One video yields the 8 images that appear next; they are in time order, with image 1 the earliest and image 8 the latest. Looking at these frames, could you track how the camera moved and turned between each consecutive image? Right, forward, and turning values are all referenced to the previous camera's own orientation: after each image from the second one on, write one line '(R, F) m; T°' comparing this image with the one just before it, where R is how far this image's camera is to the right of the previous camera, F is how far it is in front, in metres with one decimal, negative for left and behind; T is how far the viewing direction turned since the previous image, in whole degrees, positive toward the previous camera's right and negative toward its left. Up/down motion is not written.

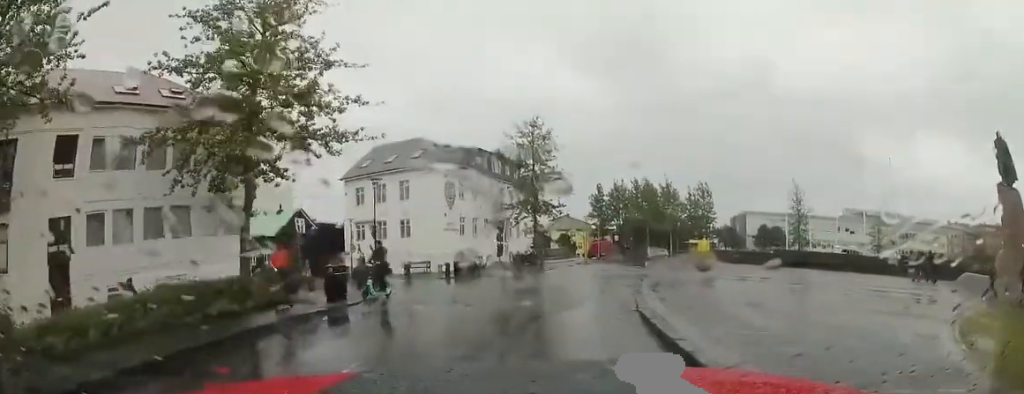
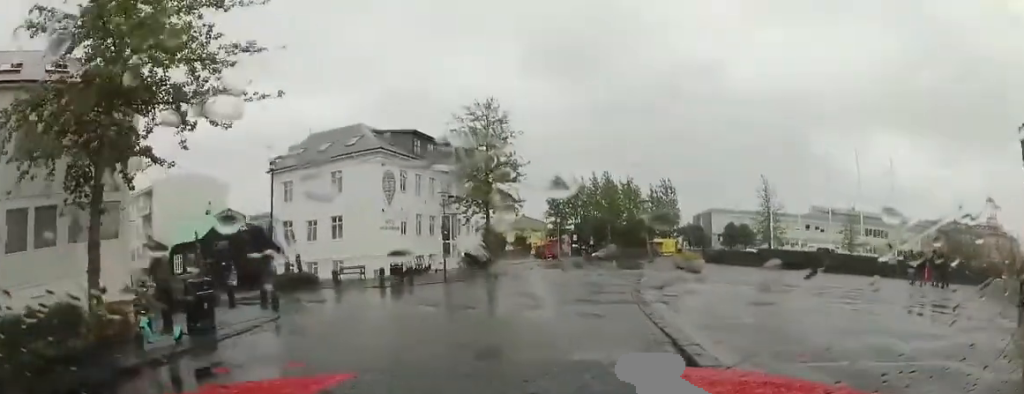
(+0.4, +5.0) m; +4°
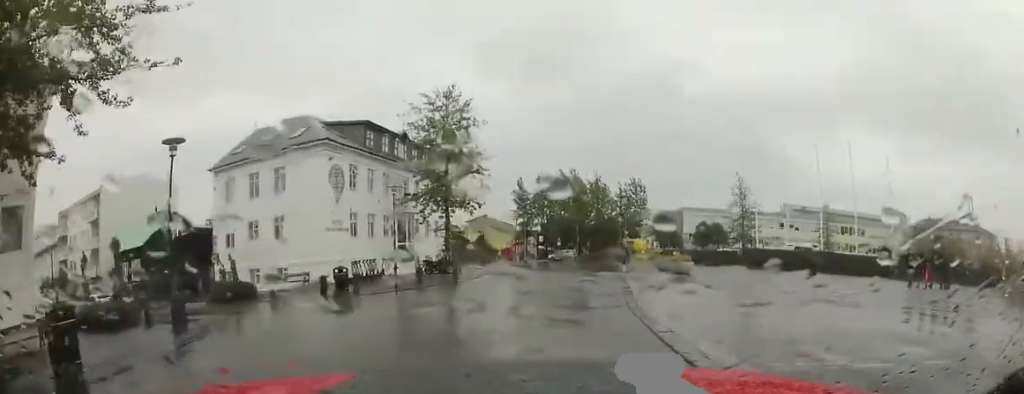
(0.0, +3.2) m; 0°
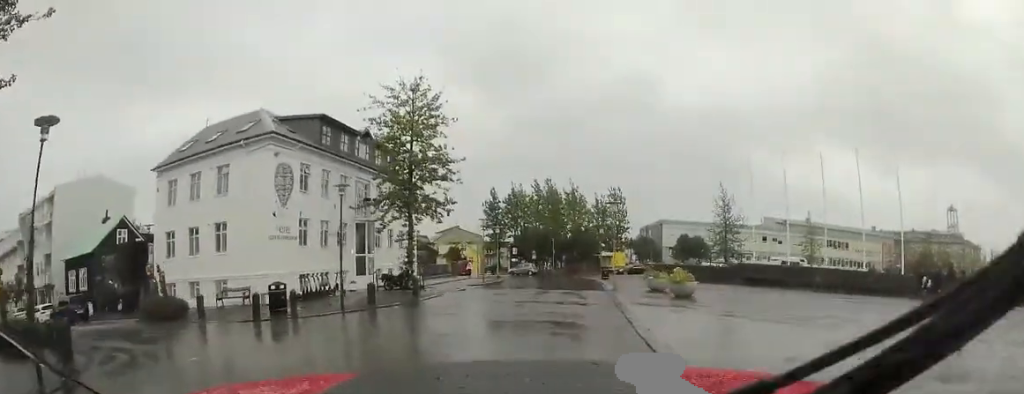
(-0.1, +3.8) m; -3°
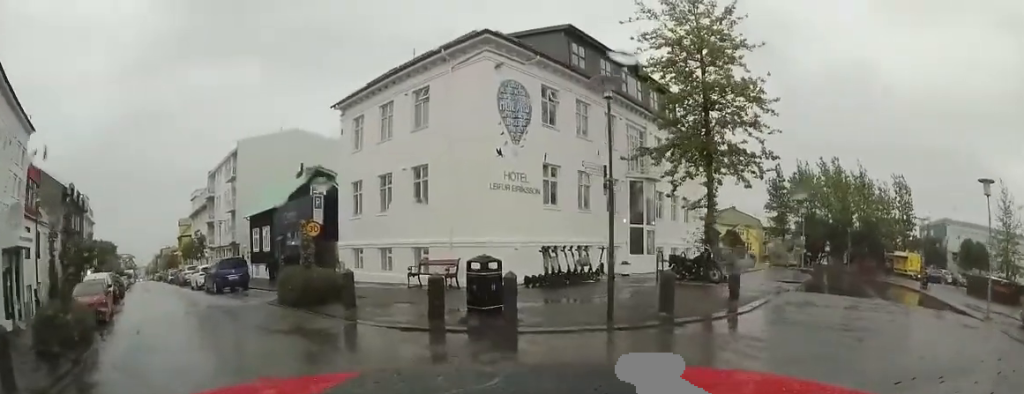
(-1.4, +8.6) m; -30°
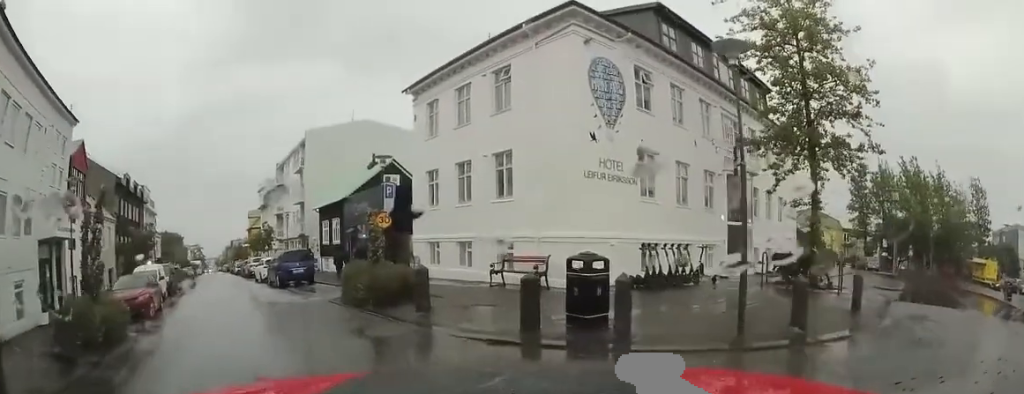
(-0.1, +1.6) m; -9°
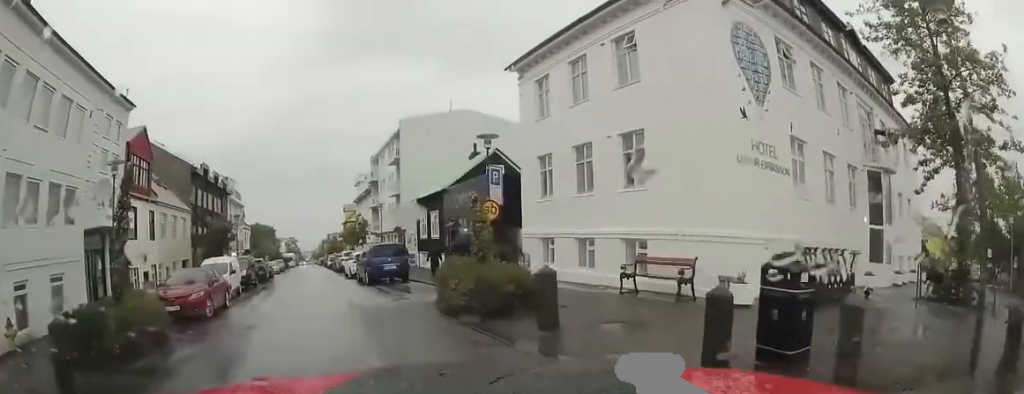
(-0.4, +2.4) m; -12°
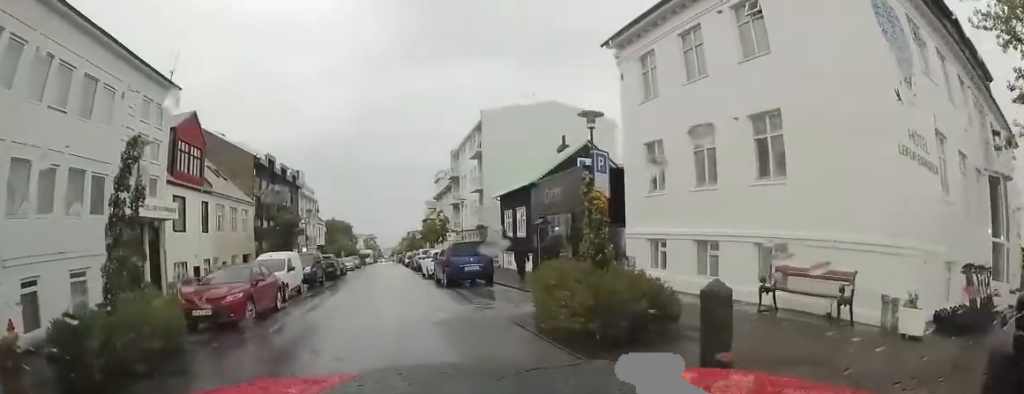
(-0.2, +2.3) m; -9°
